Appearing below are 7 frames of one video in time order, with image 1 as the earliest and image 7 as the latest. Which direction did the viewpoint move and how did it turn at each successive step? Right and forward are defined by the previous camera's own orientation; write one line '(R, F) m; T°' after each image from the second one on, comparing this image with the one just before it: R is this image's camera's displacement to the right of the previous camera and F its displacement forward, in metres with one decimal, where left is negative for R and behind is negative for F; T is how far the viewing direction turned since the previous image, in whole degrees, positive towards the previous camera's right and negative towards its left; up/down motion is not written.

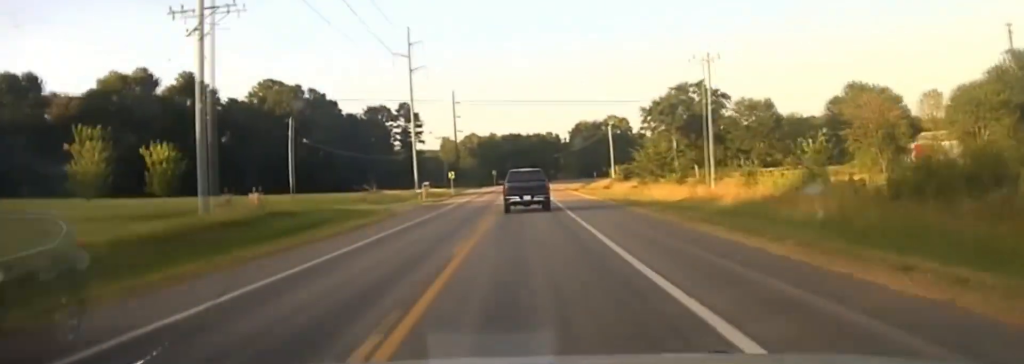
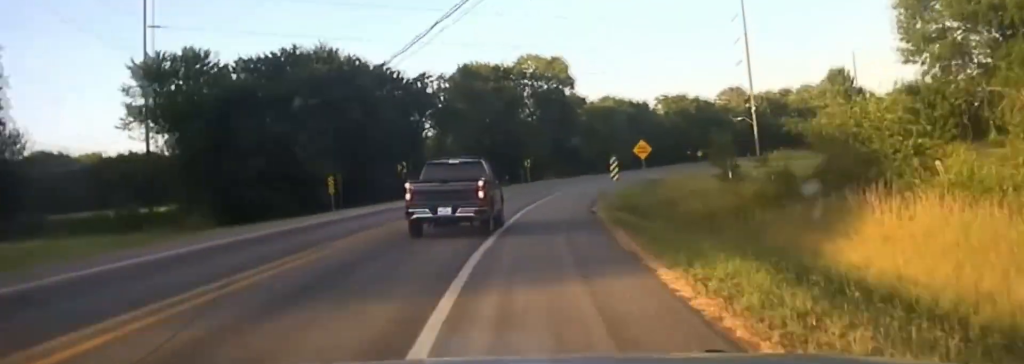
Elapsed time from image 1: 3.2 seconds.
(+4.4, +148.0) m; +10°
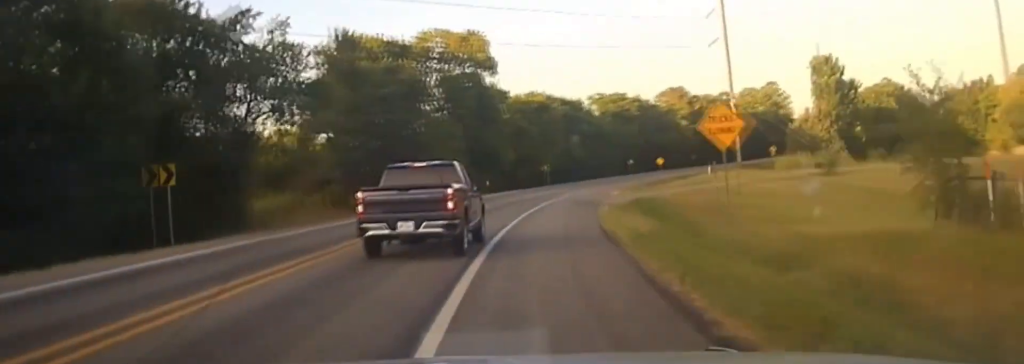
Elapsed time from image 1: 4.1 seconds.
(+3.4, +35.2) m; +10°
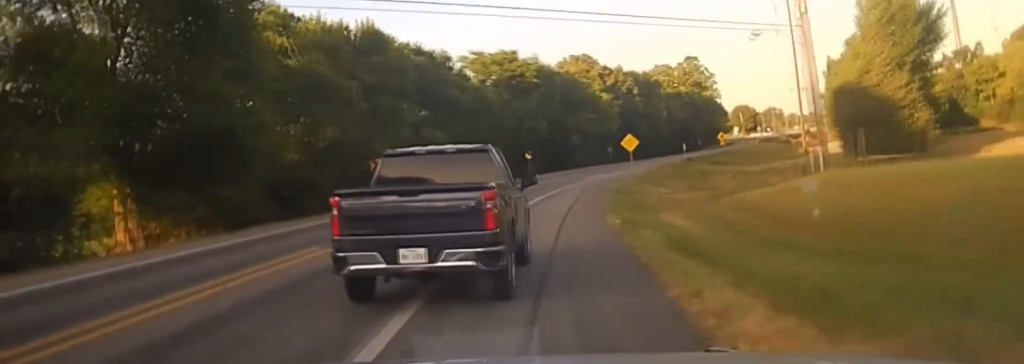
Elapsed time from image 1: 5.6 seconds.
(+5.1, +57.2) m; +6°
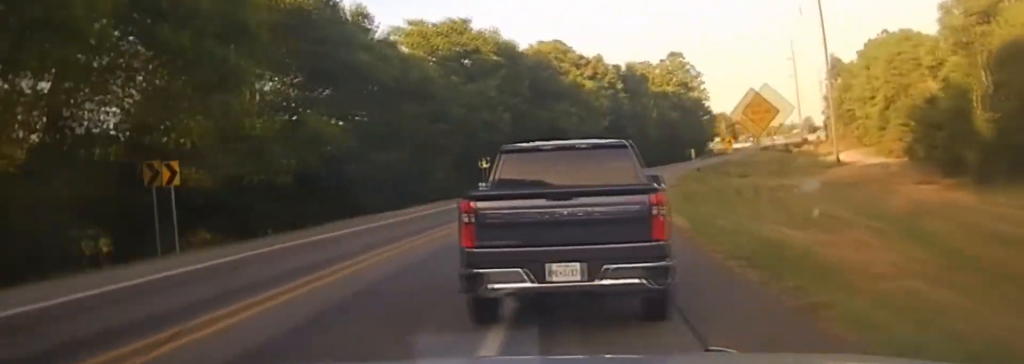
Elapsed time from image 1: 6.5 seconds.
(+0.6, +31.3) m; +4°
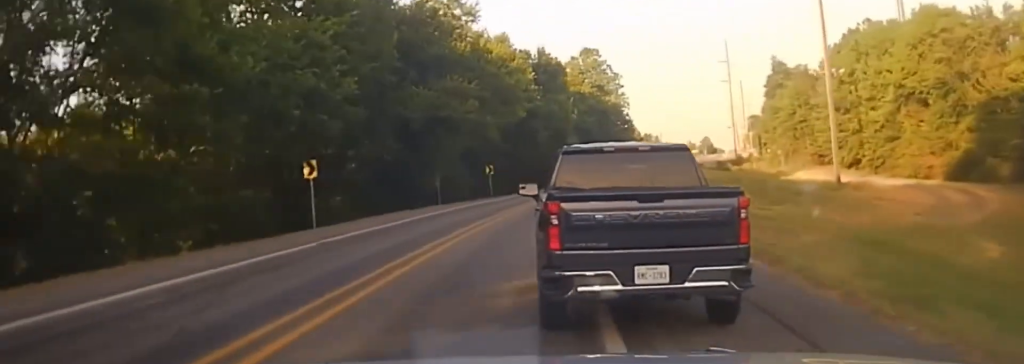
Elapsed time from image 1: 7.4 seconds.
(+1.9, +31.4) m; +6°
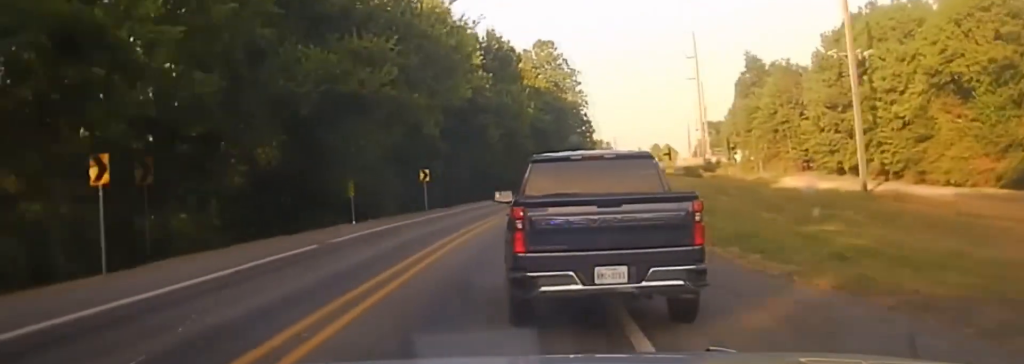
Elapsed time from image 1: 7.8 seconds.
(+0.4, +15.8) m; +3°
